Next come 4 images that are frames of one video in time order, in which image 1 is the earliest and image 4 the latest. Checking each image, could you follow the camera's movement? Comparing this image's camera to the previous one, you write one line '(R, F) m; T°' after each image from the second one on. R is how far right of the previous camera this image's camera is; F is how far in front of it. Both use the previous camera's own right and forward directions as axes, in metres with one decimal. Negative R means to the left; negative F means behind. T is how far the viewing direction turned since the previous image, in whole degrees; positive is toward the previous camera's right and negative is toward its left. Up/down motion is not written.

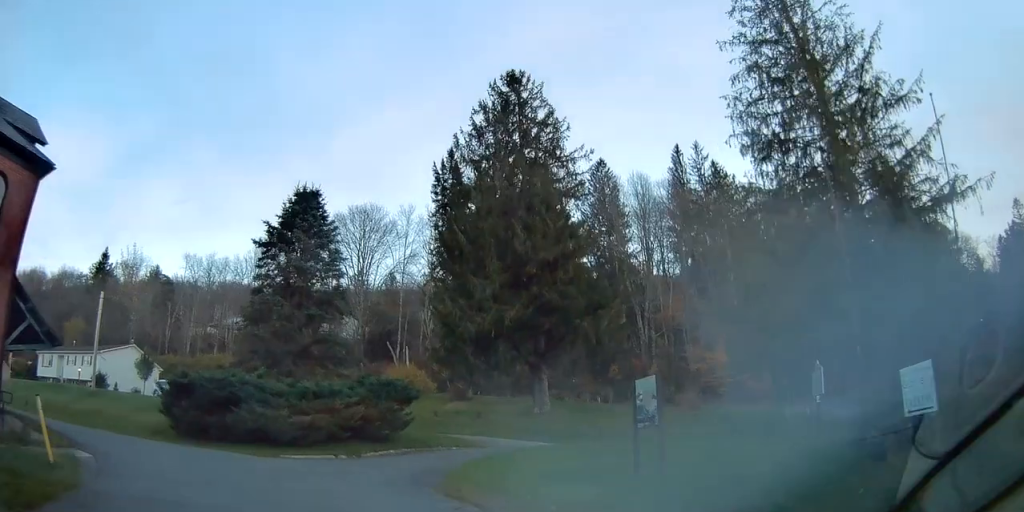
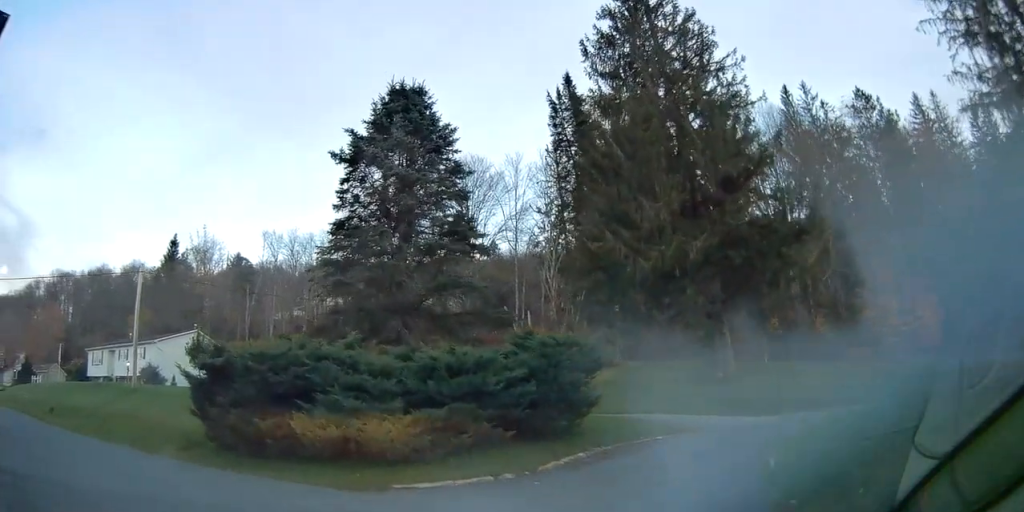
(-0.5, +10.5) m; -10°
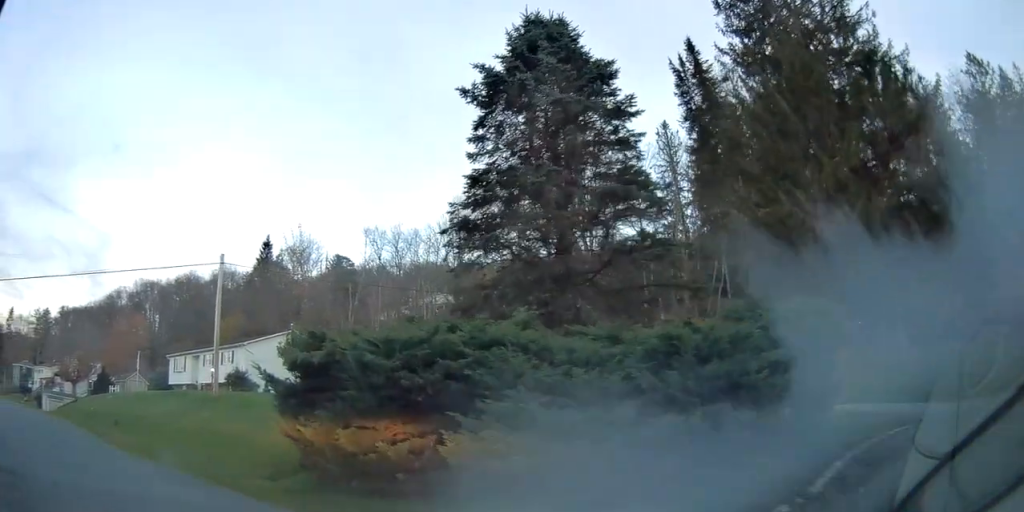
(-0.3, +4.9) m; -8°
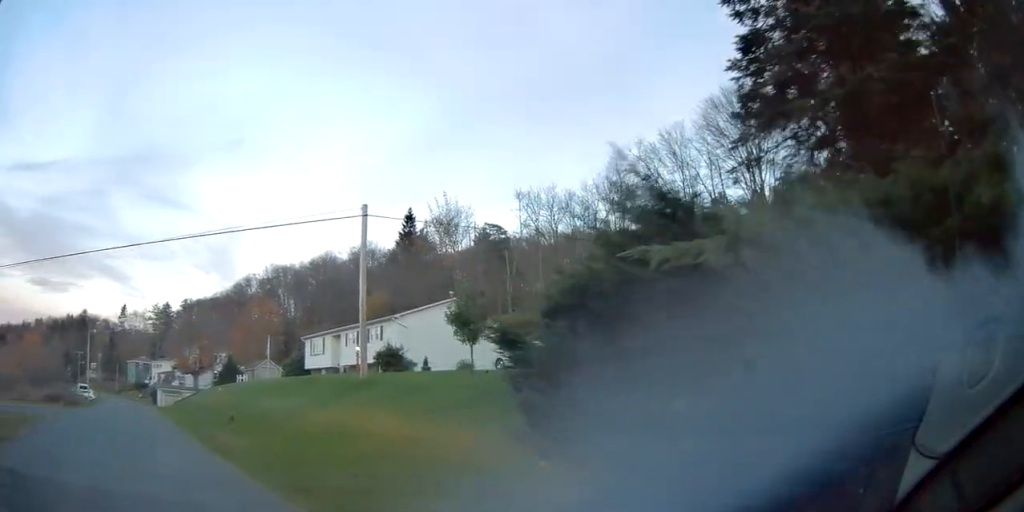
(-0.5, +5.8) m; -12°
